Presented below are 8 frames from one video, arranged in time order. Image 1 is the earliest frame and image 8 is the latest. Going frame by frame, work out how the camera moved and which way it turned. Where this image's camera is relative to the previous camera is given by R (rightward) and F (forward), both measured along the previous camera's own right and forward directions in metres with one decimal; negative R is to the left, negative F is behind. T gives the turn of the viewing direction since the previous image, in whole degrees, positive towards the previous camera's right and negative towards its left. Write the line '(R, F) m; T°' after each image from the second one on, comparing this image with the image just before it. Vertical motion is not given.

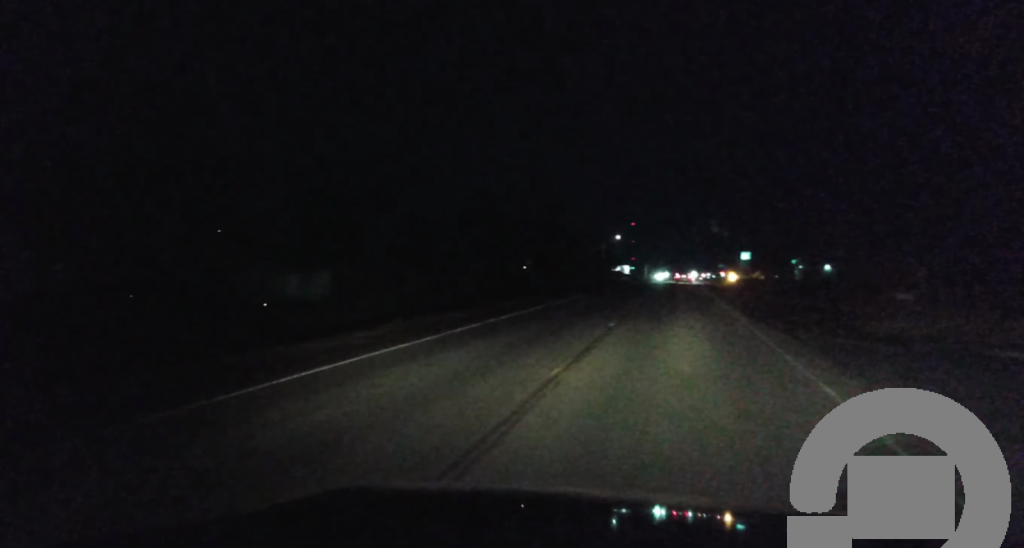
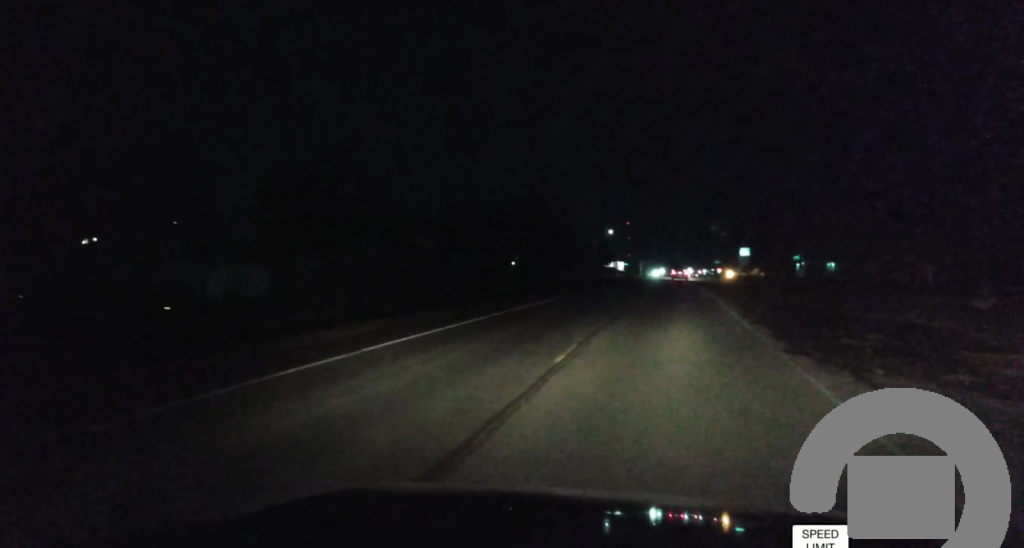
(+0.3, +10.4) m; +2°
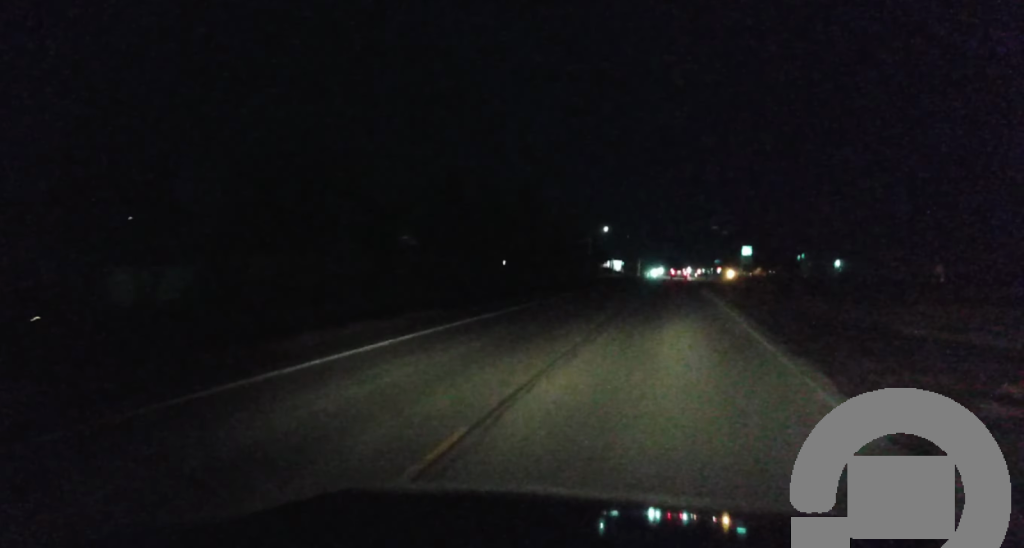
(+0.2, +9.8) m; 0°
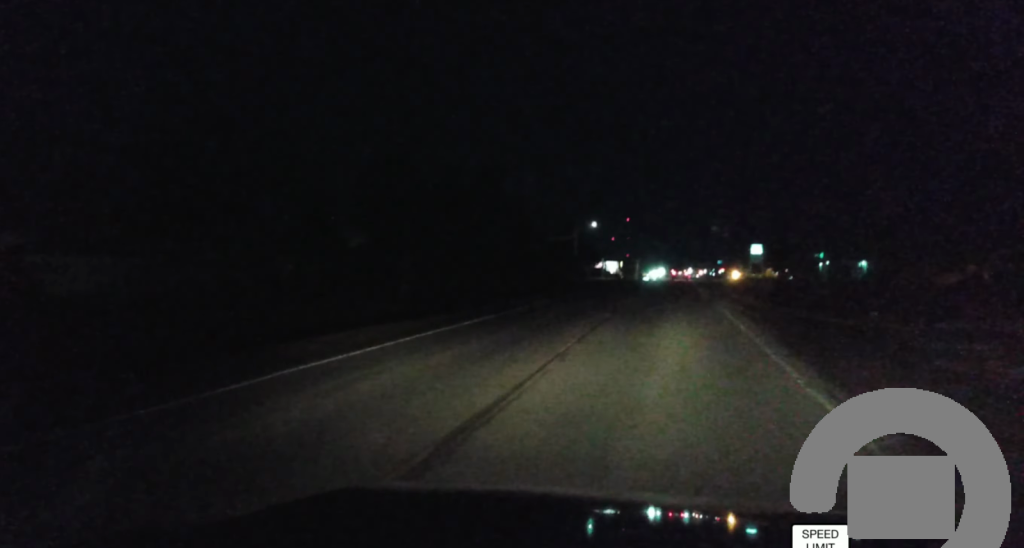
(-0.8, +24.8) m; -3°
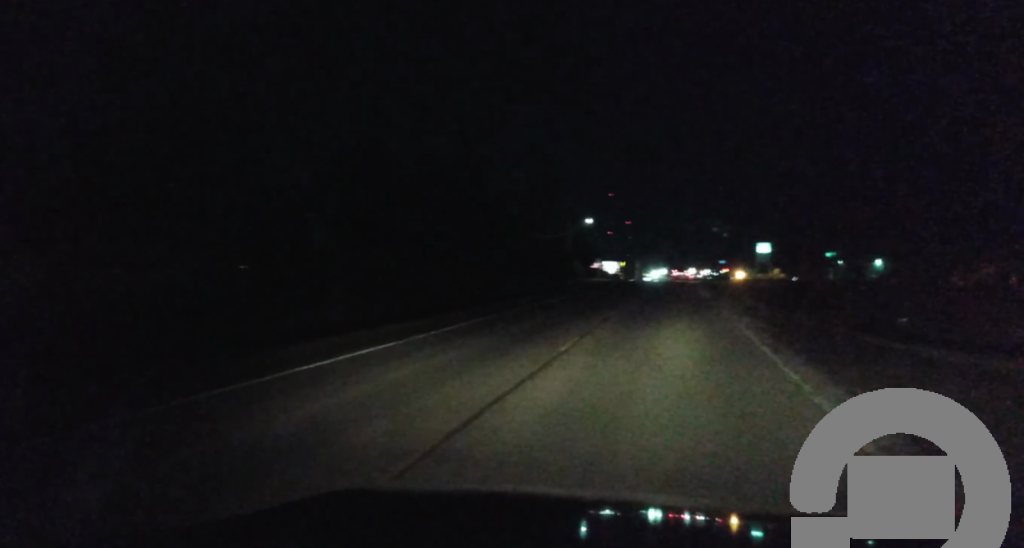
(+0.1, +11.0) m; 0°
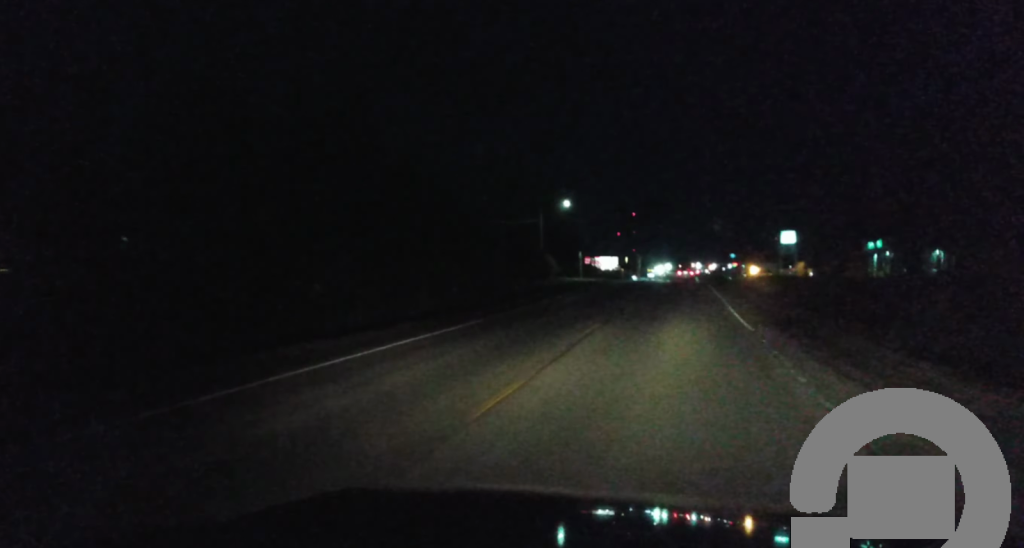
(-0.4, +31.0) m; -3°
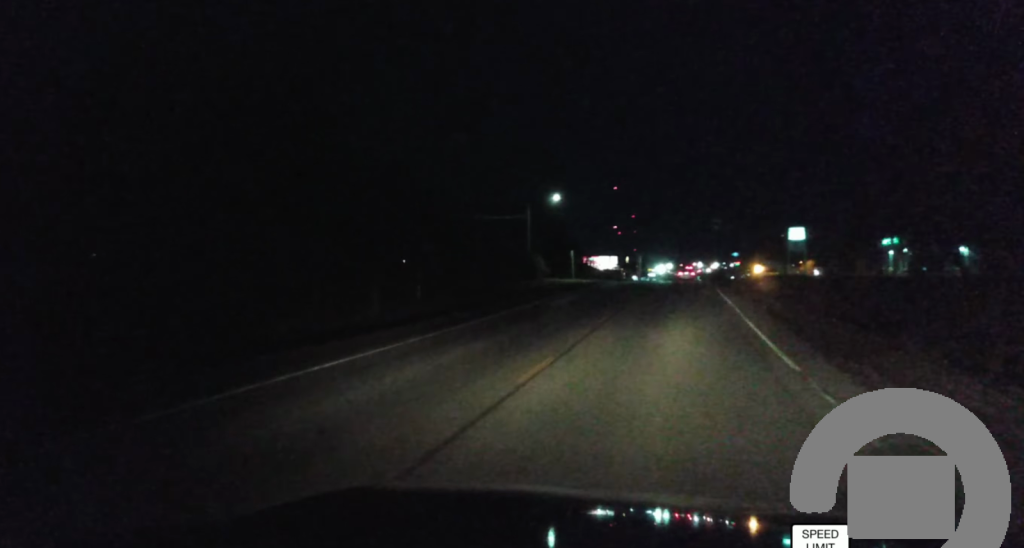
(-0.4, +8.9) m; 0°
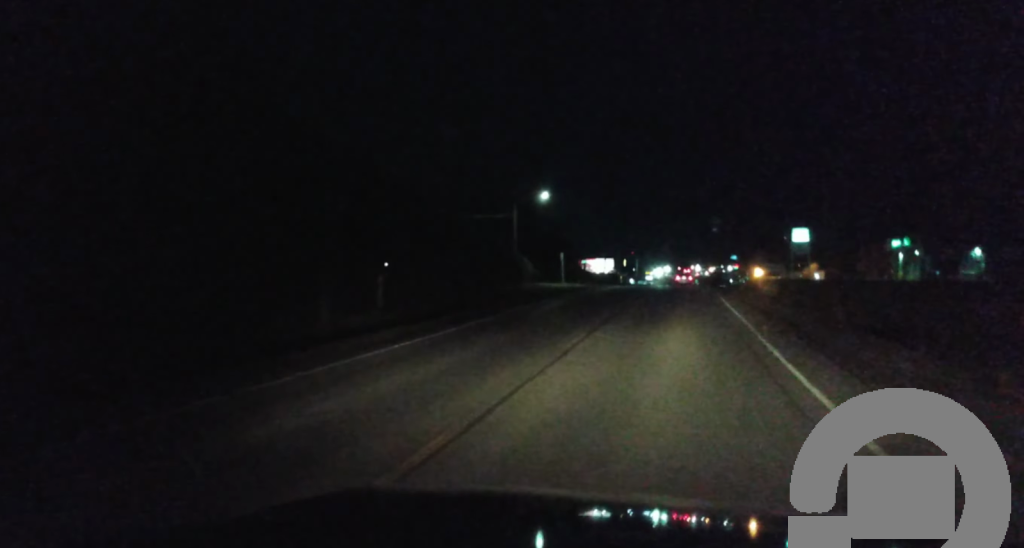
(+0.1, +7.2) m; +1°
